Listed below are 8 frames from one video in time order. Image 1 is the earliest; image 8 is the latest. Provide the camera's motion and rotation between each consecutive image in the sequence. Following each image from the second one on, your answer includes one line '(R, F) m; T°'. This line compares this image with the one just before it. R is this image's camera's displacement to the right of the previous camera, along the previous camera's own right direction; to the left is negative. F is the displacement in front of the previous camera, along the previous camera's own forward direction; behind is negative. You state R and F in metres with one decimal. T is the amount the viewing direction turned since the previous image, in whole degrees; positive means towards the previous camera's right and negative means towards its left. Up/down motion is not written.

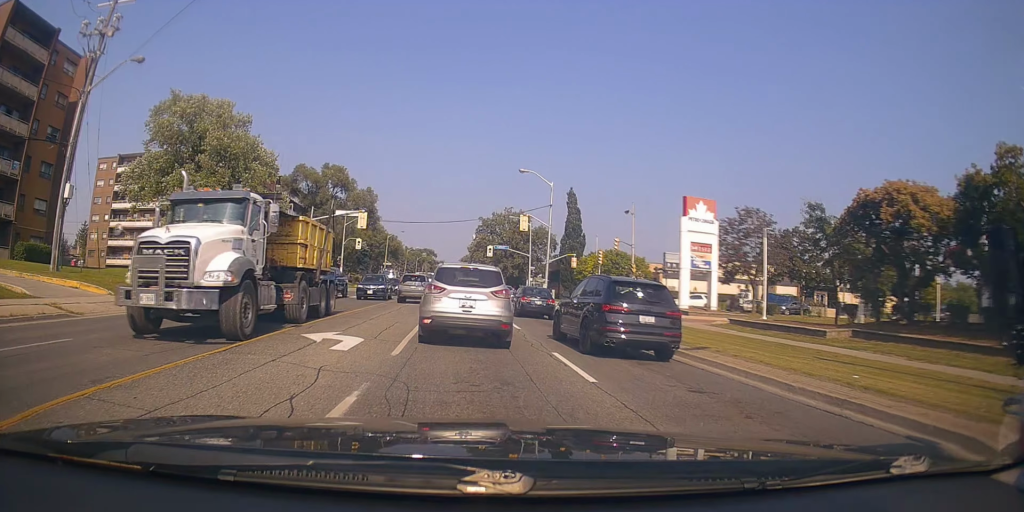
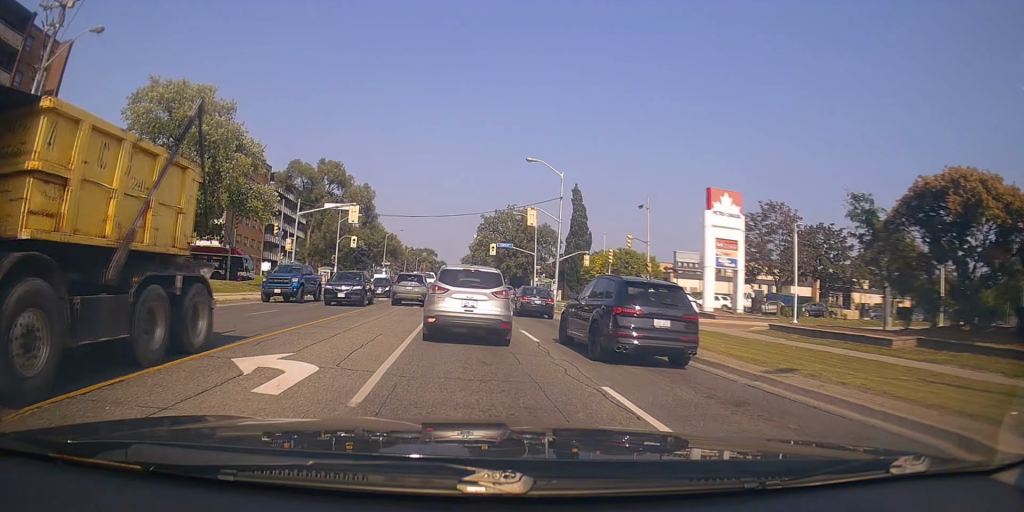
(+0.3, +4.1) m; +2°
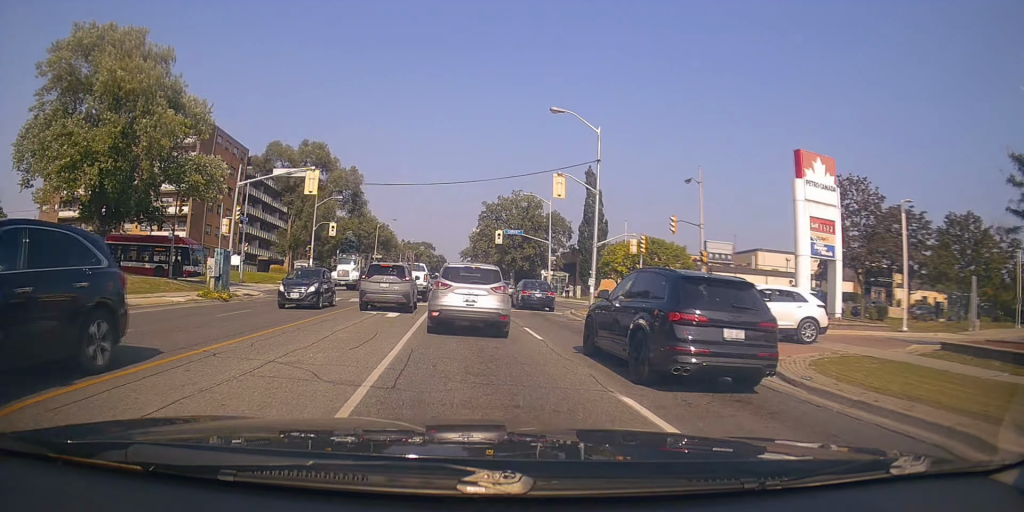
(+0.2, +10.2) m; +3°
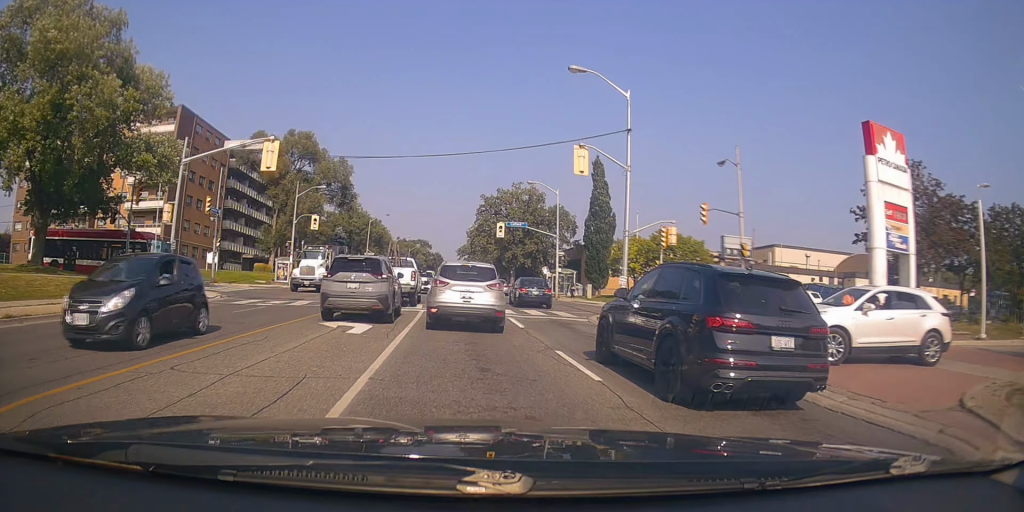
(+0.2, +5.6) m; +4°
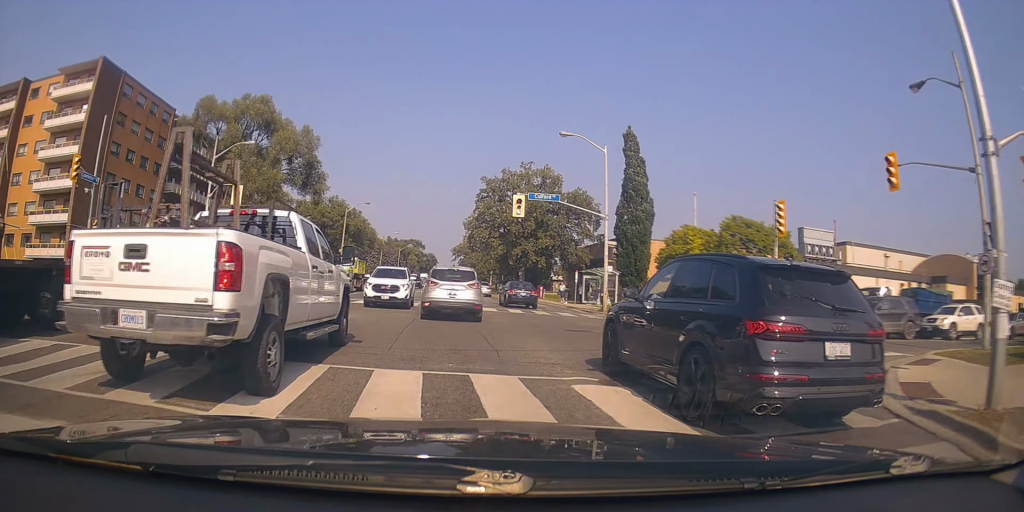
(+0.6, +17.8) m; -1°
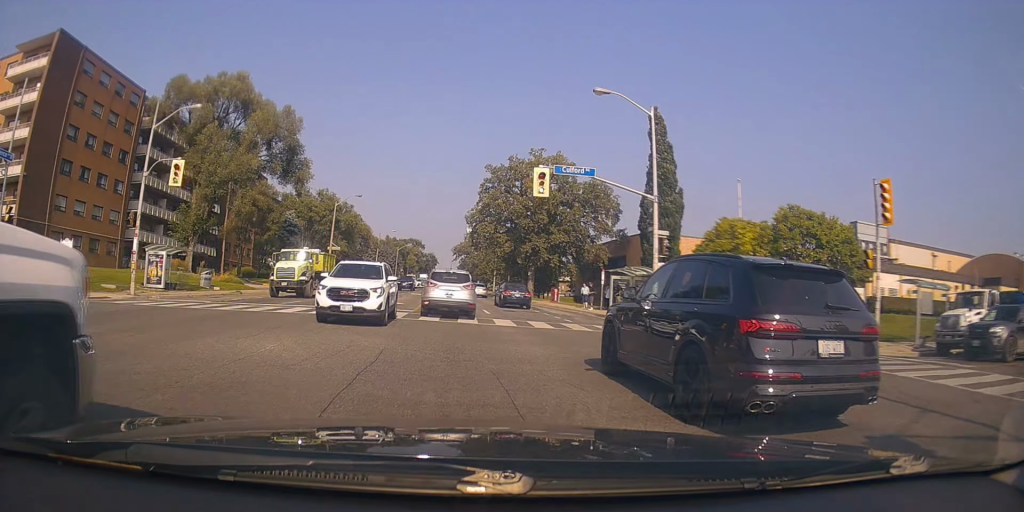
(-0.2, +7.9) m; 0°
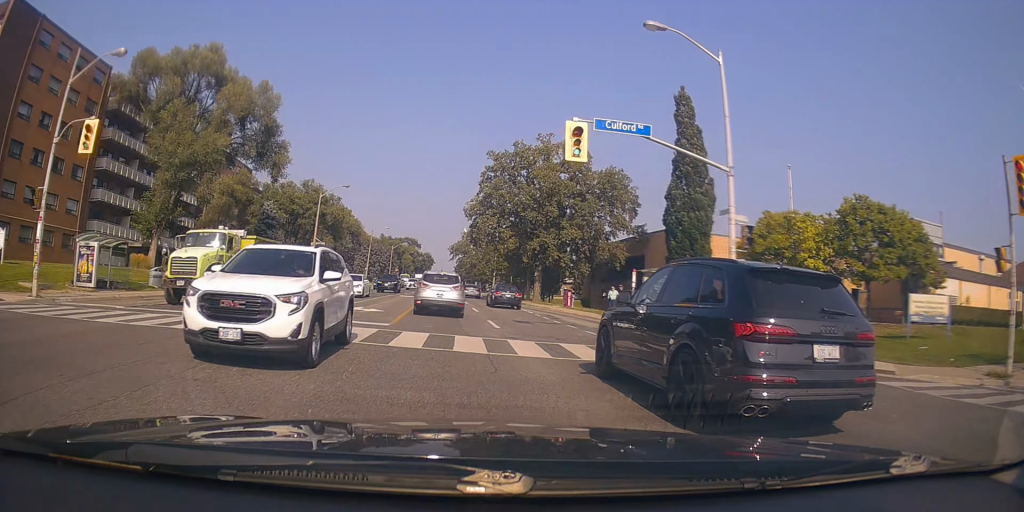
(+0.2, +6.8) m; +2°
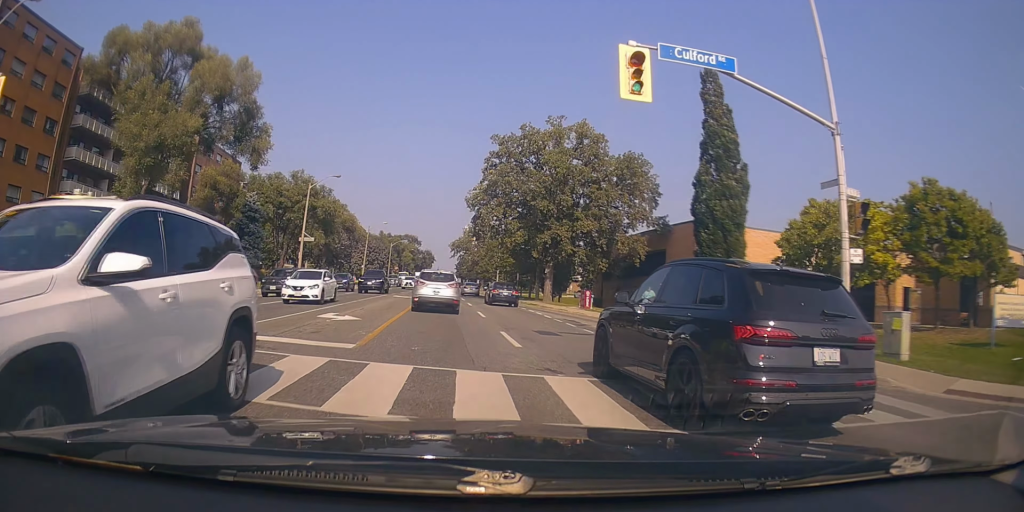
(0.0, +5.3) m; -1°
